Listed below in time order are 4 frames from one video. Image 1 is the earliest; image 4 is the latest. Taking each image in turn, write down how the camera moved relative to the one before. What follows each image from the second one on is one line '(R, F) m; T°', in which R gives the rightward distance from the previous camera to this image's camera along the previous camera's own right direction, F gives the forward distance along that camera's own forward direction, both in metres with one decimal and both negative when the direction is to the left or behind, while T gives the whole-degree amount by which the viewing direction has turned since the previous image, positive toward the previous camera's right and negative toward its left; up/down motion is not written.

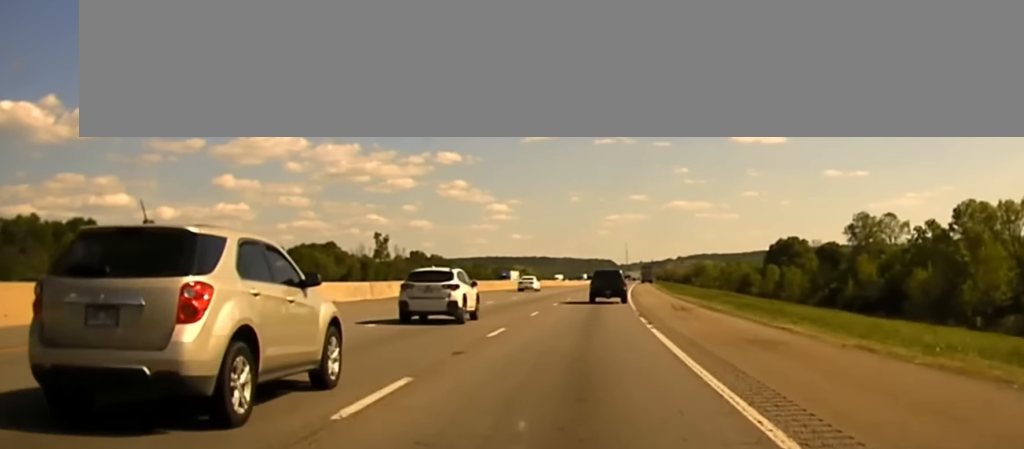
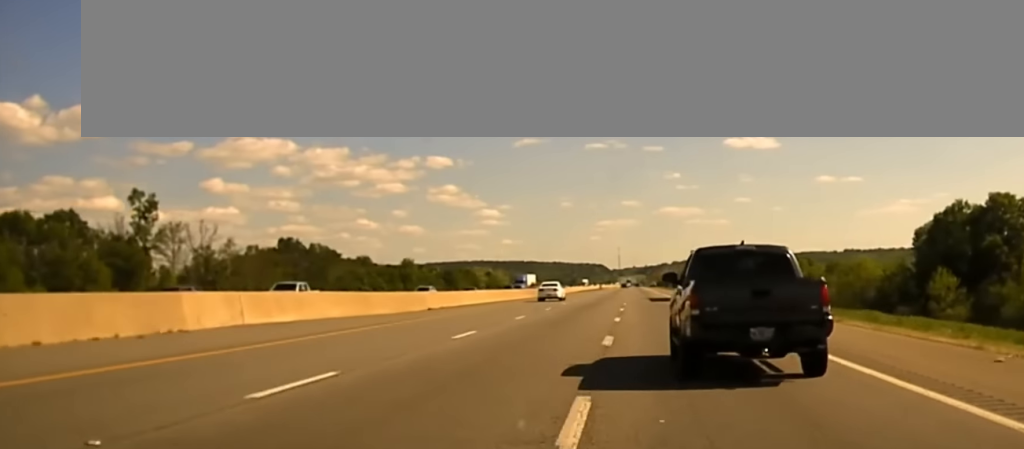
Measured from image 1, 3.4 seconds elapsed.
(+1.8, +144.1) m; +1°
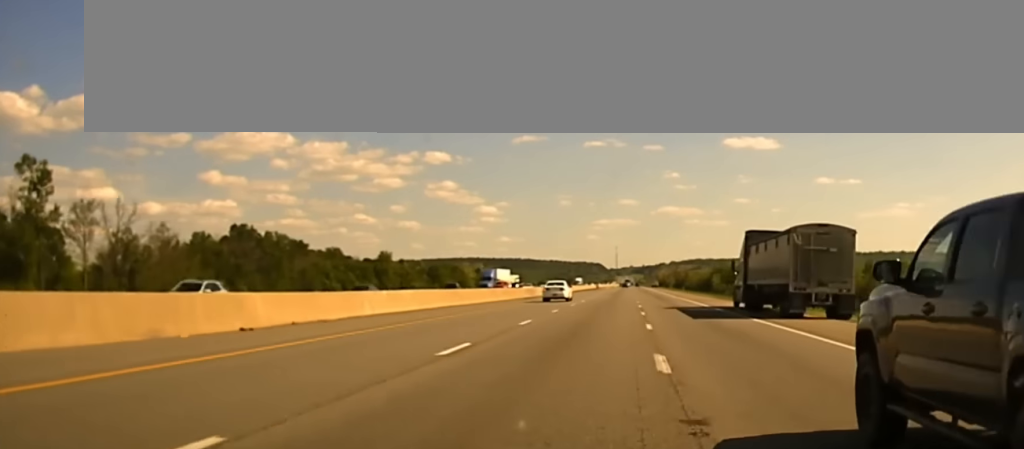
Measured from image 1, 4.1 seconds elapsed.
(0.0, +33.1) m; 0°
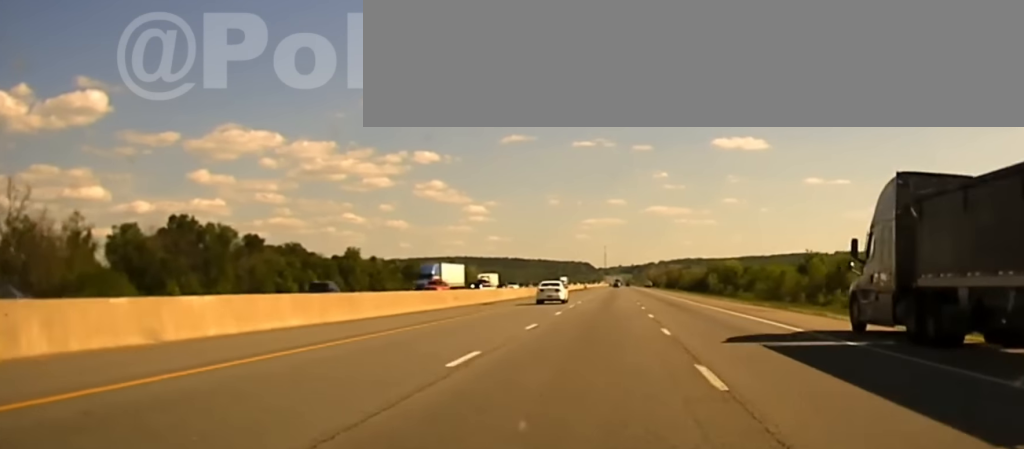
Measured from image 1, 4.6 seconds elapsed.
(0.0, +27.0) m; 0°
